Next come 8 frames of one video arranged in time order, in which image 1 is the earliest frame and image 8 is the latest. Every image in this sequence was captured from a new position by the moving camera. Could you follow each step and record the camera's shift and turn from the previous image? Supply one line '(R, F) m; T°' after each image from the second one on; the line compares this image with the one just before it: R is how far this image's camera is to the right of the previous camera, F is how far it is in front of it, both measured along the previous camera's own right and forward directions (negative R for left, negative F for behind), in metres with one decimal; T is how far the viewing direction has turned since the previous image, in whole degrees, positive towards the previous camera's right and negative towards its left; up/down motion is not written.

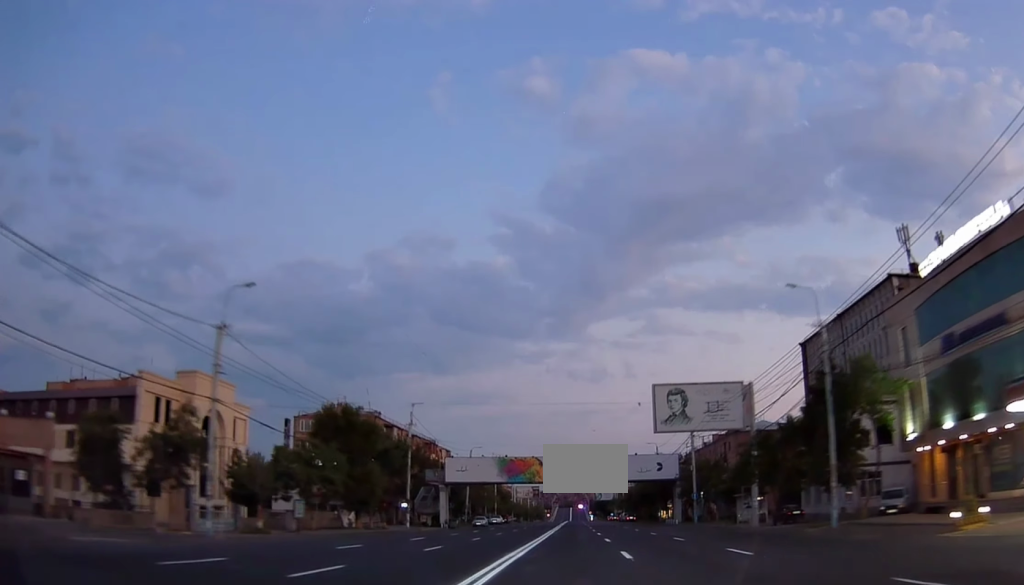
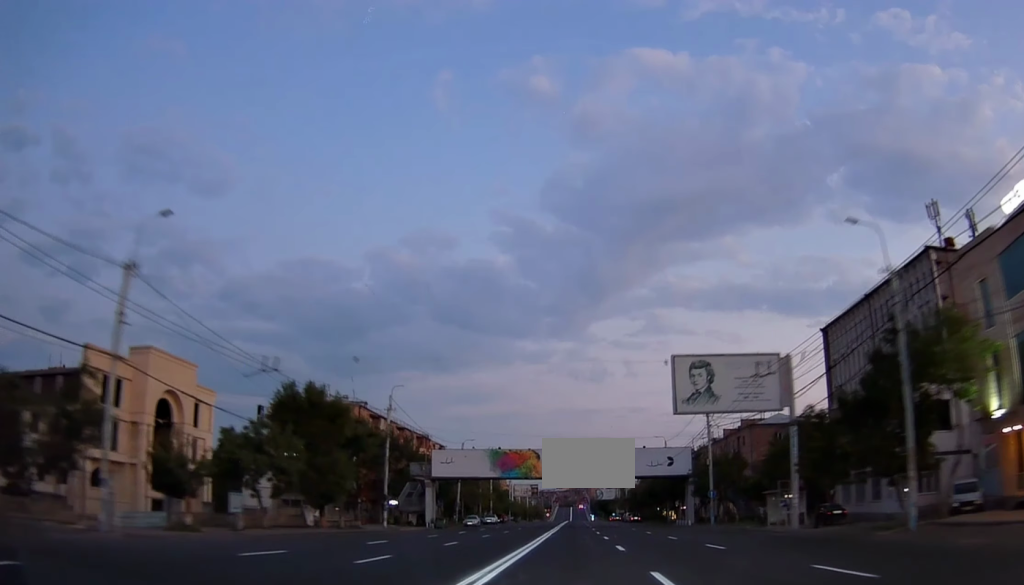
(+0.1, +8.6) m; 0°
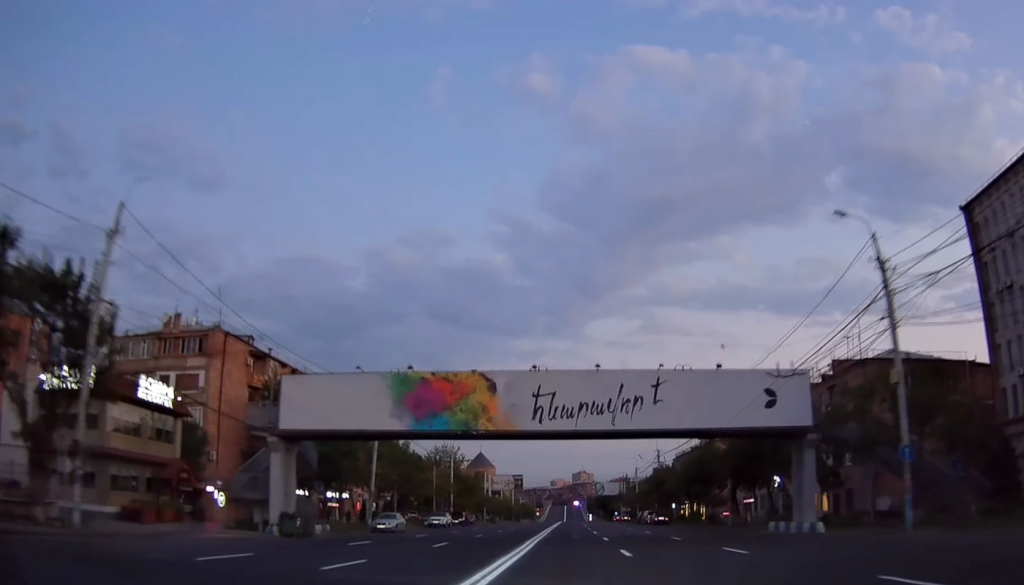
(+0.4, +38.0) m; +1°
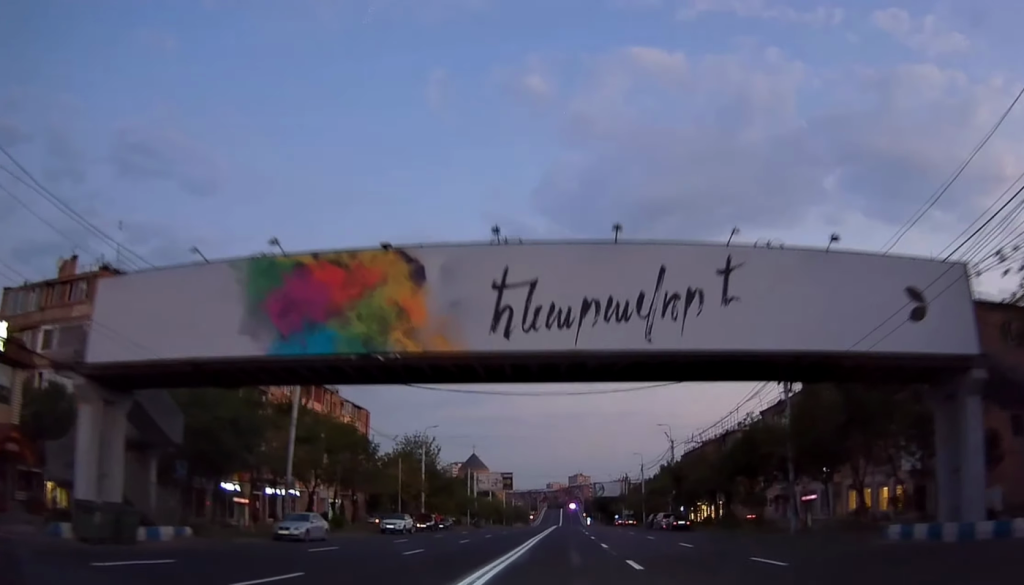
(0.0, +16.7) m; 0°
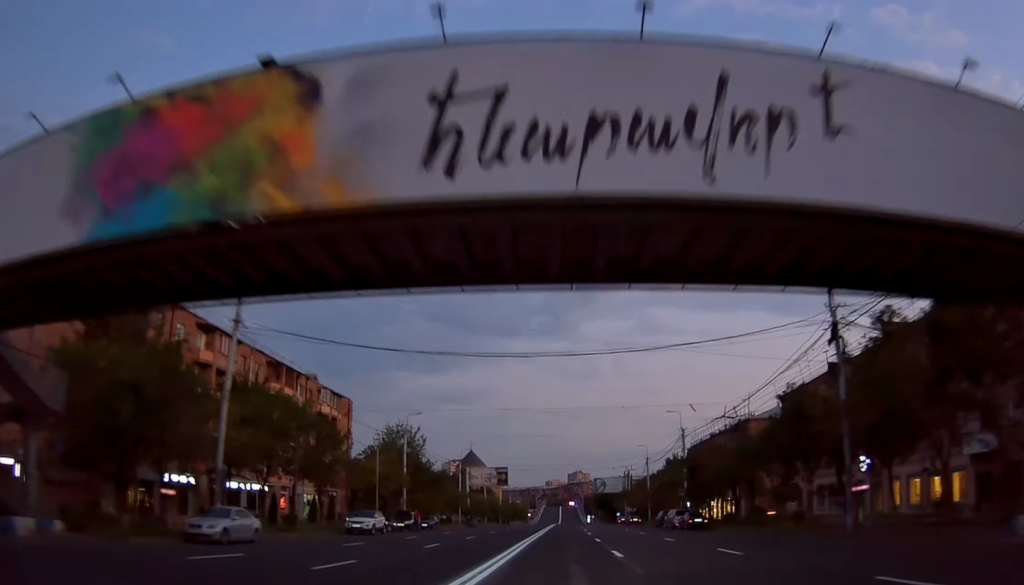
(0.0, +8.2) m; 0°
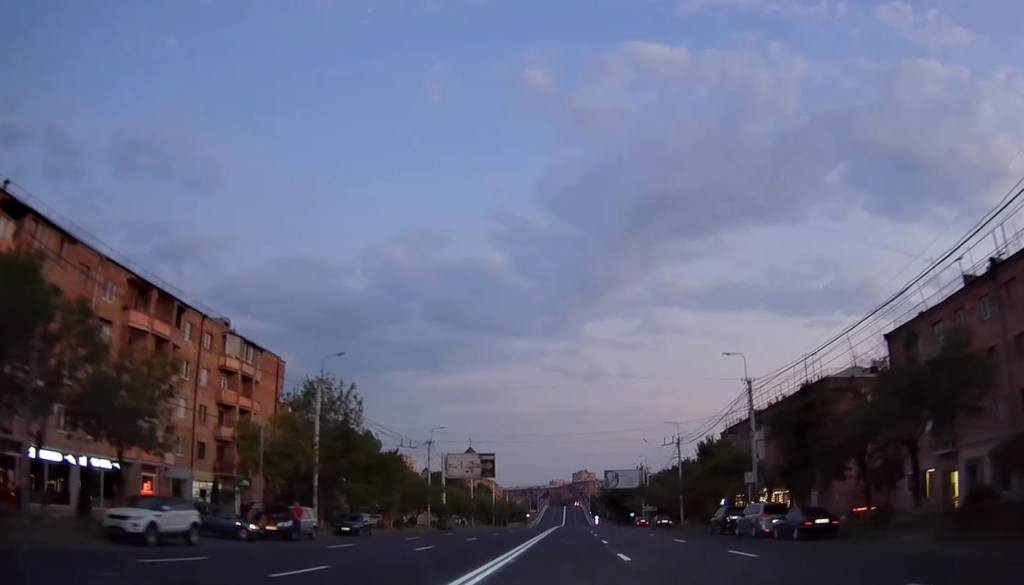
(-0.1, +26.1) m; -1°
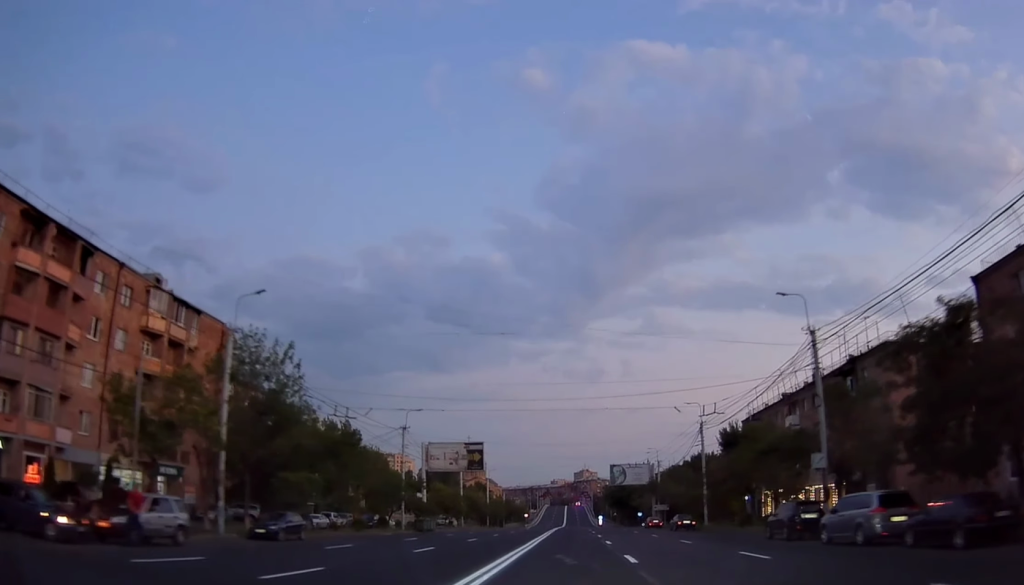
(-0.3, +12.8) m; 0°
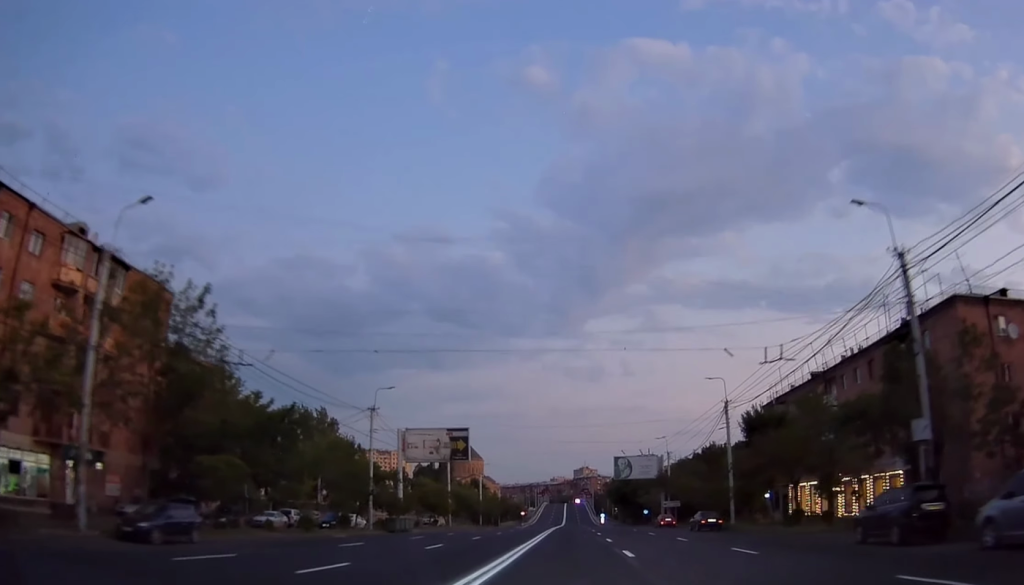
(+0.2, +11.0) m; +1°
